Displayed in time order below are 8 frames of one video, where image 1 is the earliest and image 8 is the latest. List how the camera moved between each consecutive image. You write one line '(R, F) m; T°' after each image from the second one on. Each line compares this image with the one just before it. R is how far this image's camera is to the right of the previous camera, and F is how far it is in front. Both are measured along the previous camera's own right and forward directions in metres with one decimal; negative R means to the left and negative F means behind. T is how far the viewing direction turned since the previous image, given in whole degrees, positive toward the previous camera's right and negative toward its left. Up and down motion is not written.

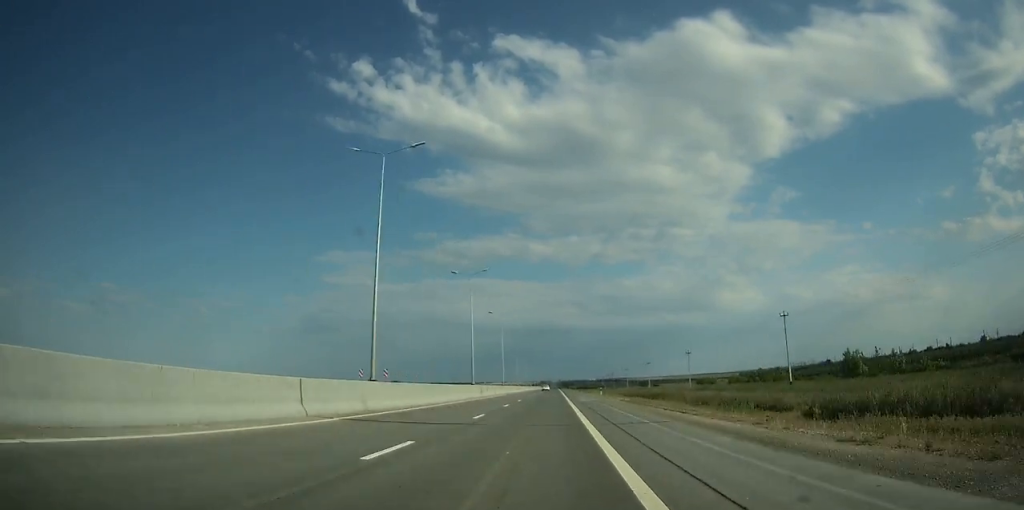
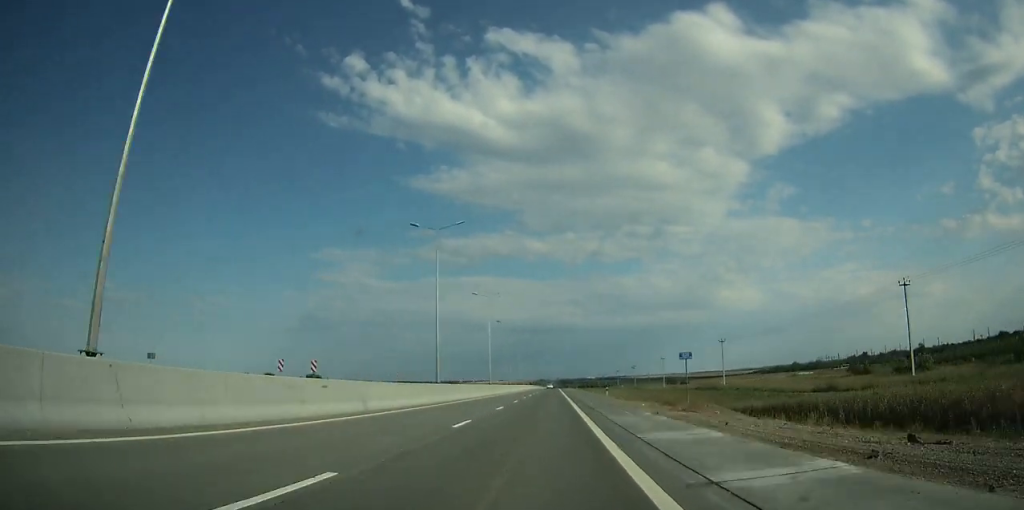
(0.0, +89.7) m; 0°
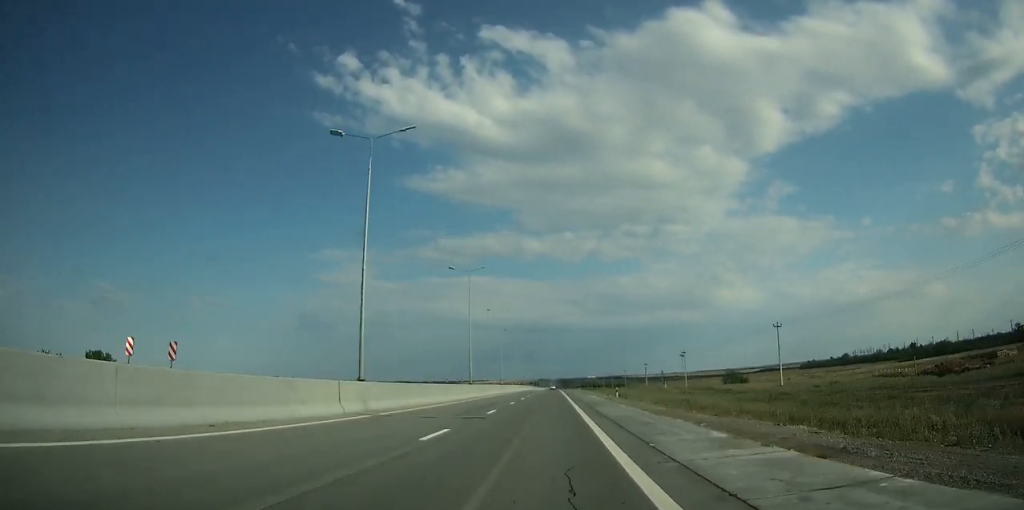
(-0.1, +87.4) m; 0°
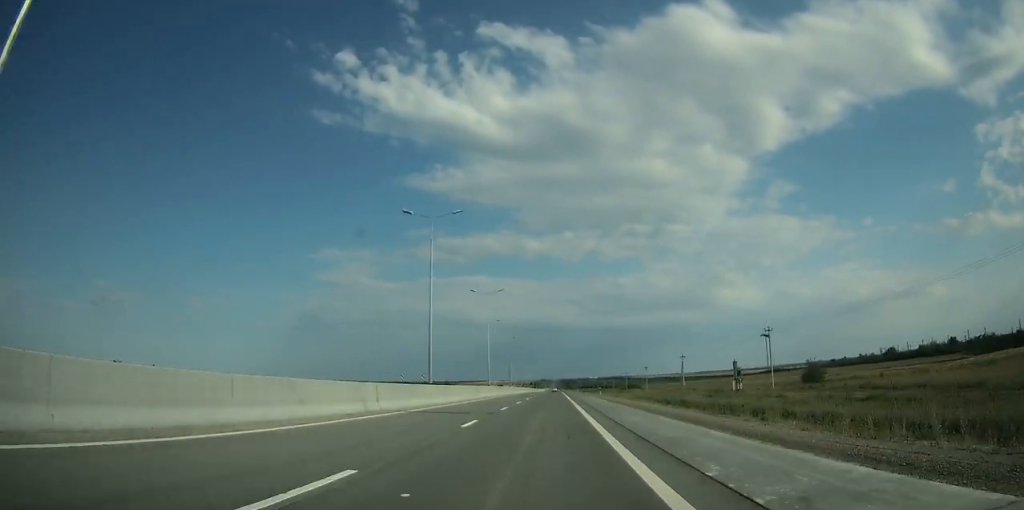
(-0.1, +54.5) m; 0°
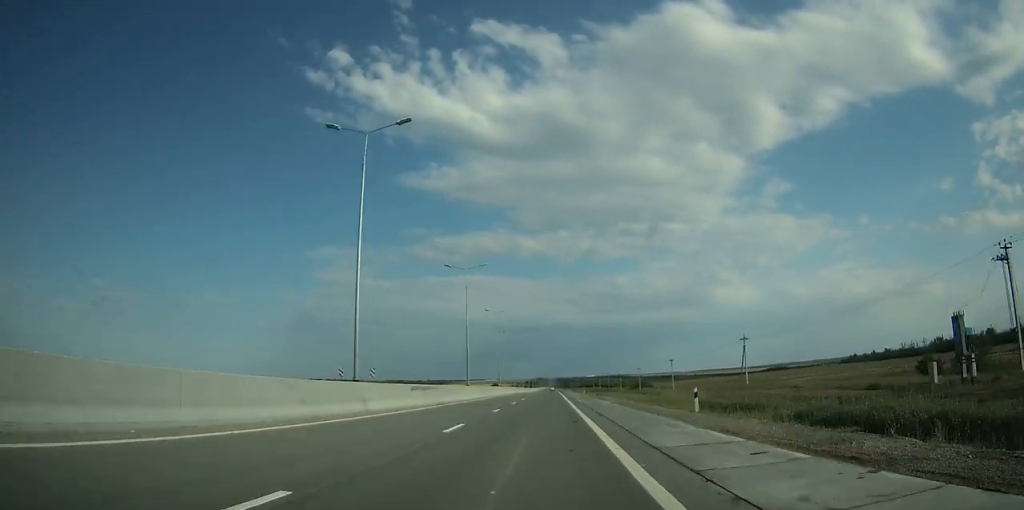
(+0.1, +48.8) m; 0°
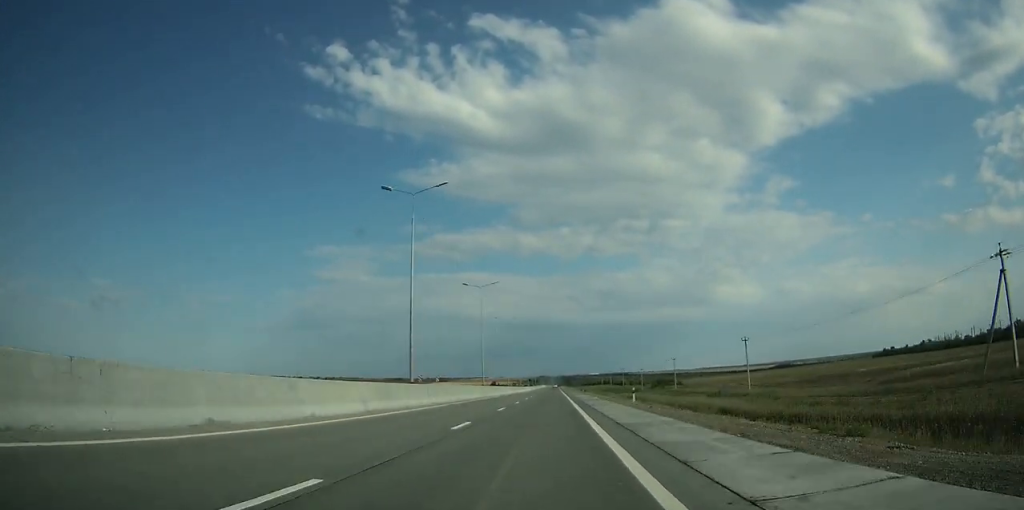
(+0.1, +58.6) m; 0°
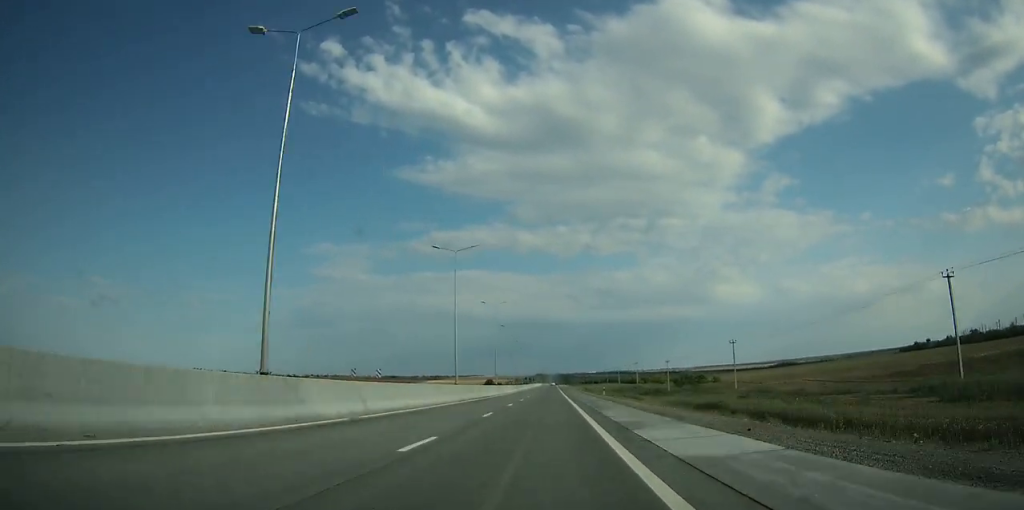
(0.0, +55.0) m; 0°
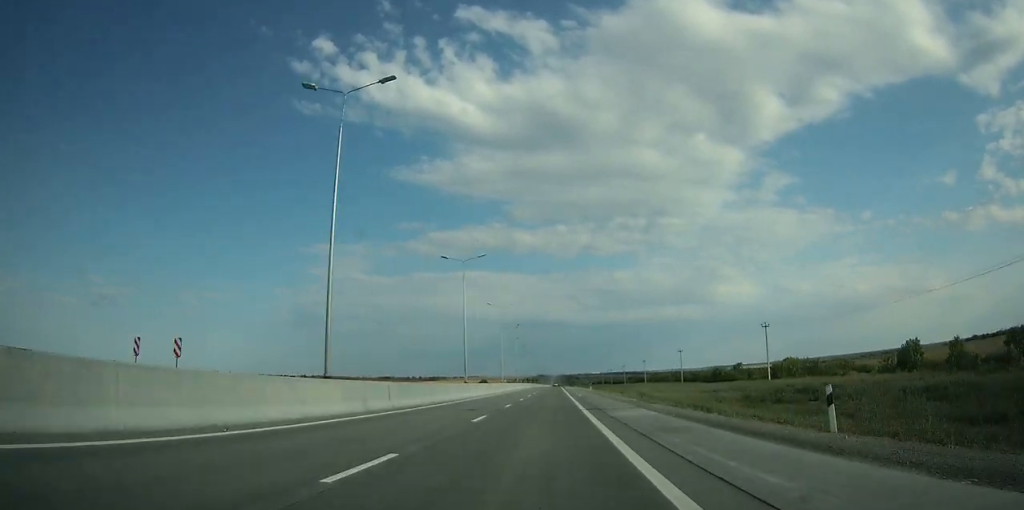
(+0.1, +136.8) m; 0°
